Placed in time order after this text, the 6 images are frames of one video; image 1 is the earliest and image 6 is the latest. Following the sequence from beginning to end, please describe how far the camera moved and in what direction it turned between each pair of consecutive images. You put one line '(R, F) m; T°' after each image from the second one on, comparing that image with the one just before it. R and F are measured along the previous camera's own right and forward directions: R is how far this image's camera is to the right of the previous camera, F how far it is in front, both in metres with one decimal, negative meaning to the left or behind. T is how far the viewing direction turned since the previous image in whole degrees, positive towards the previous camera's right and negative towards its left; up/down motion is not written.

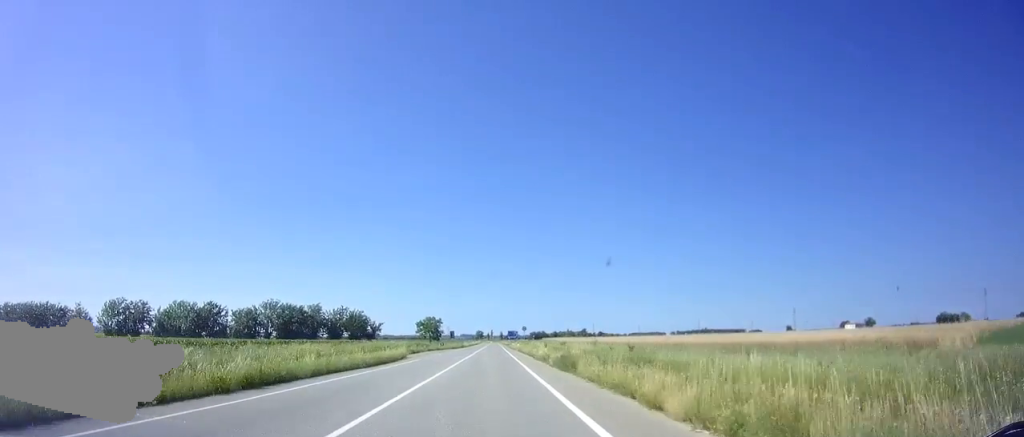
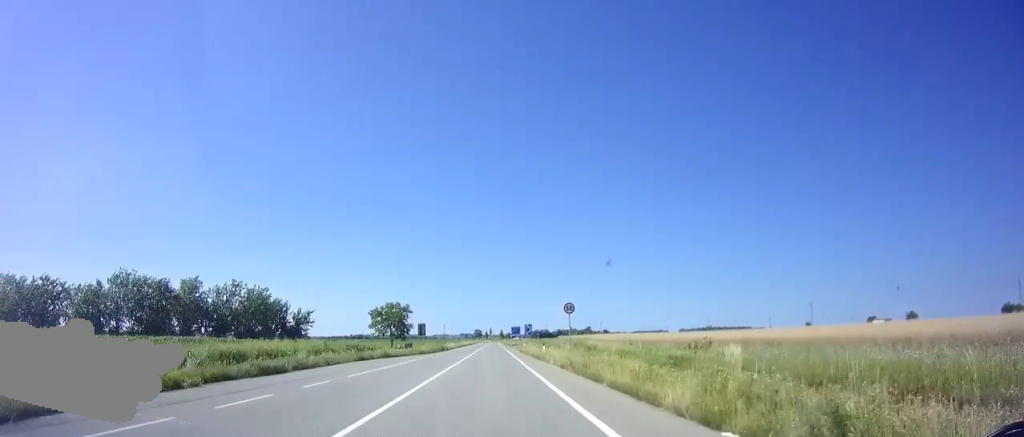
(+0.2, +40.6) m; 0°
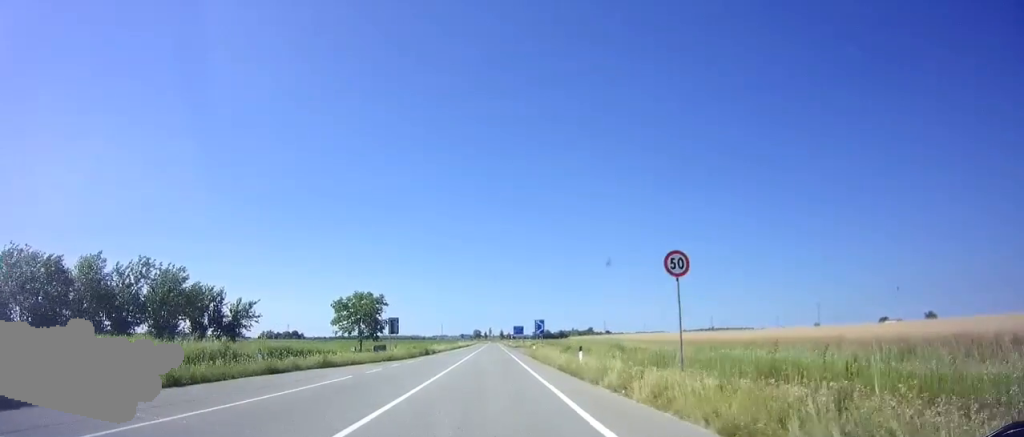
(0.0, +16.1) m; 0°
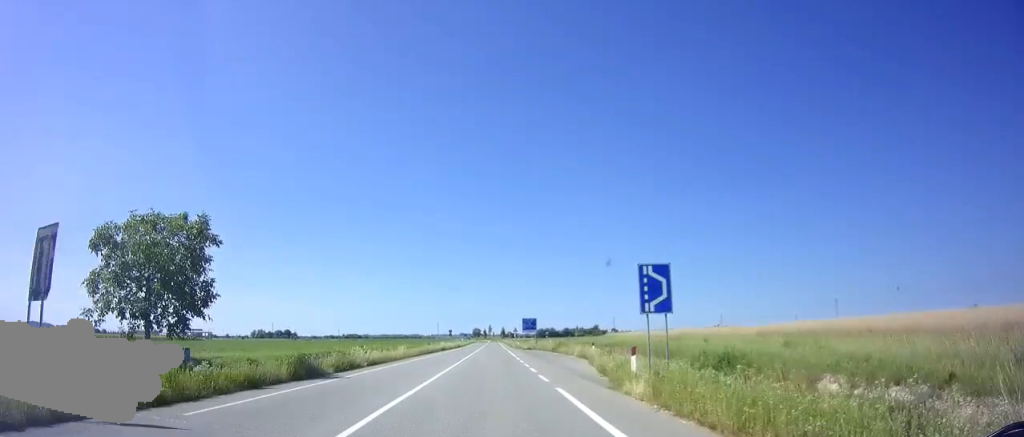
(-0.1, +34.4) m; 0°
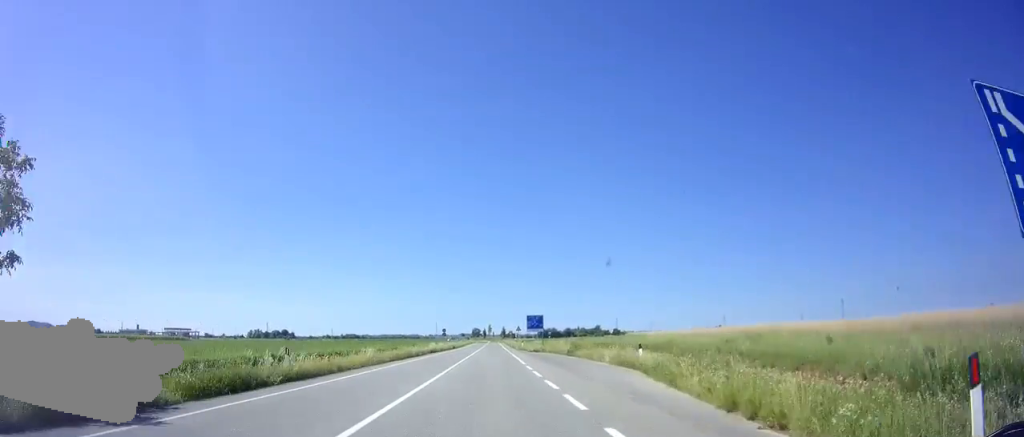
(0.0, +12.4) m; 0°
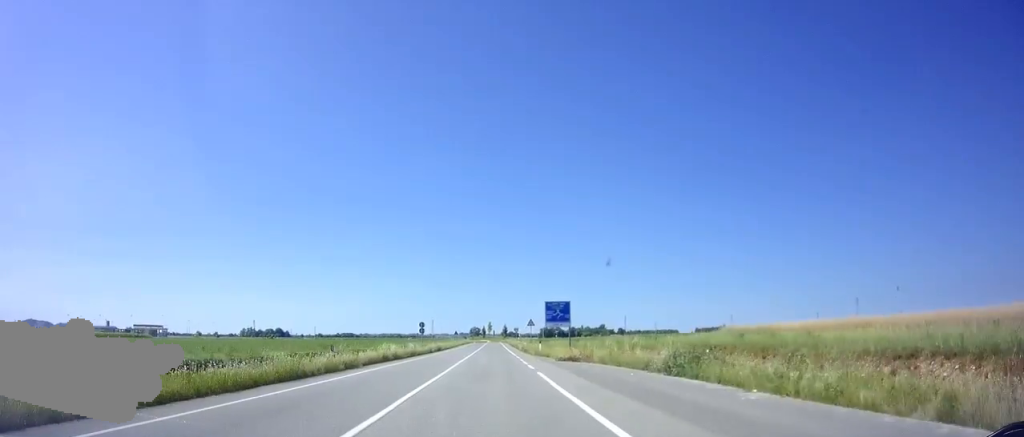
(0.0, +24.0) m; 0°
